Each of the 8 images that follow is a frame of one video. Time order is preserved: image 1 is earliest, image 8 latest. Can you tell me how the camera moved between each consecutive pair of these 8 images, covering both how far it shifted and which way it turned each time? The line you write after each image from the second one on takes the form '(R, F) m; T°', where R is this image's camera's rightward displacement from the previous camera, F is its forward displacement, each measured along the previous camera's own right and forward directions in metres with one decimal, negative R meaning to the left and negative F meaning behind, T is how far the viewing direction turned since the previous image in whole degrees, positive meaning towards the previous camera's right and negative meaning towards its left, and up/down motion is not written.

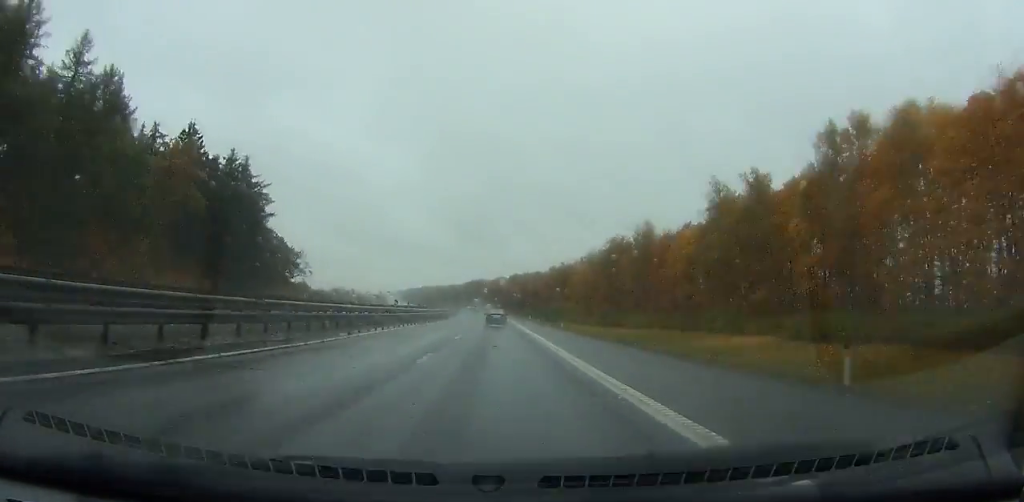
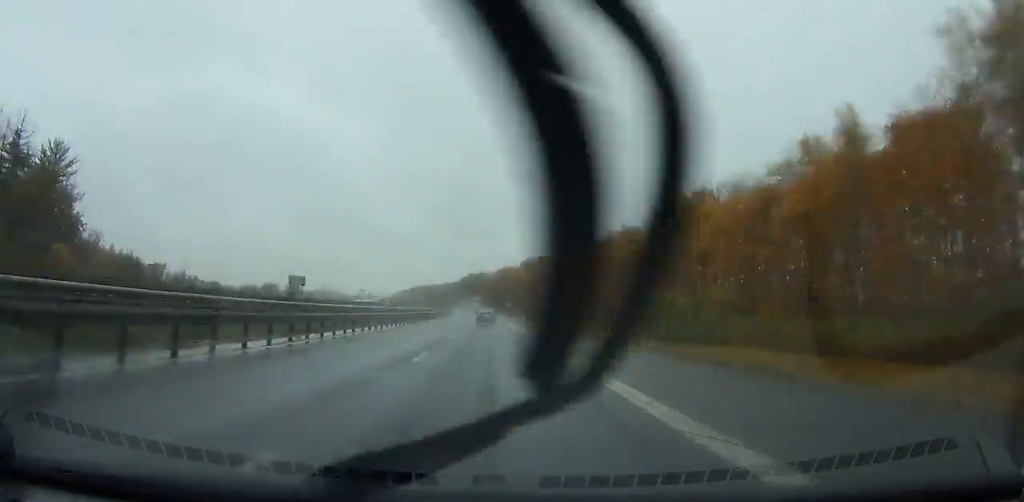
(-1.3, +118.9) m; -1°
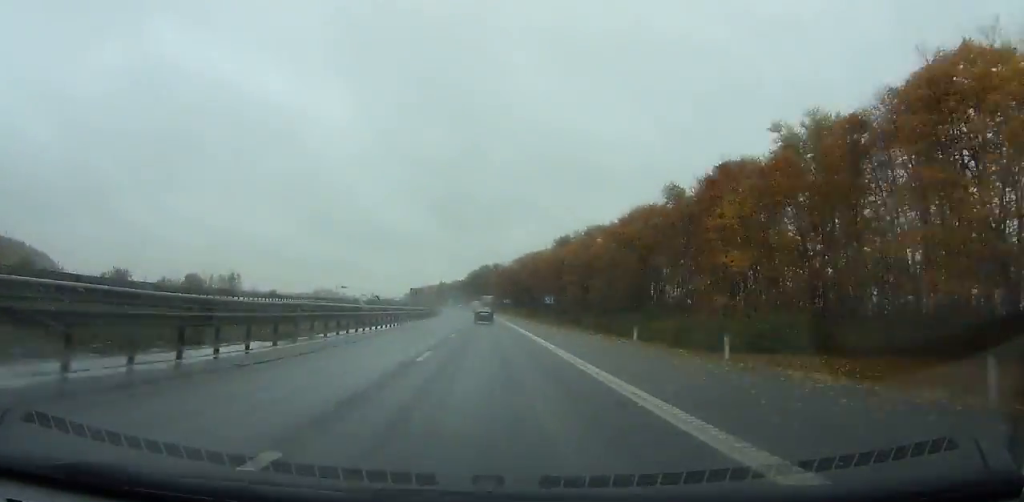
(-0.6, +84.2) m; -1°
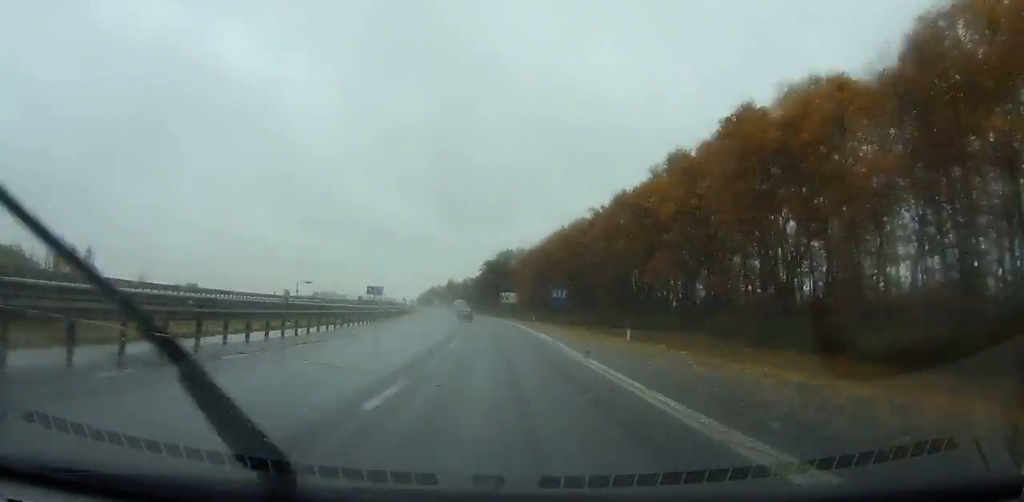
(-1.8, +90.9) m; -2°
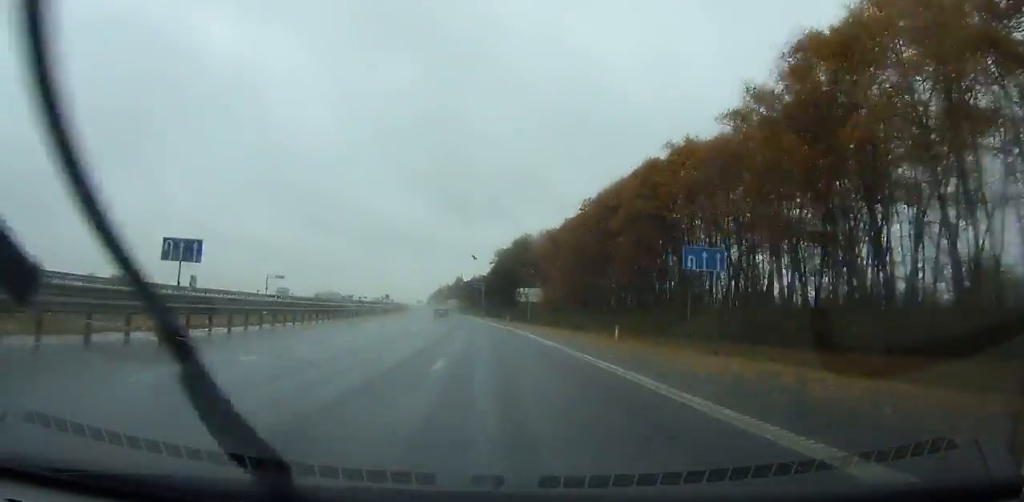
(-0.5, +45.1) m; -2°
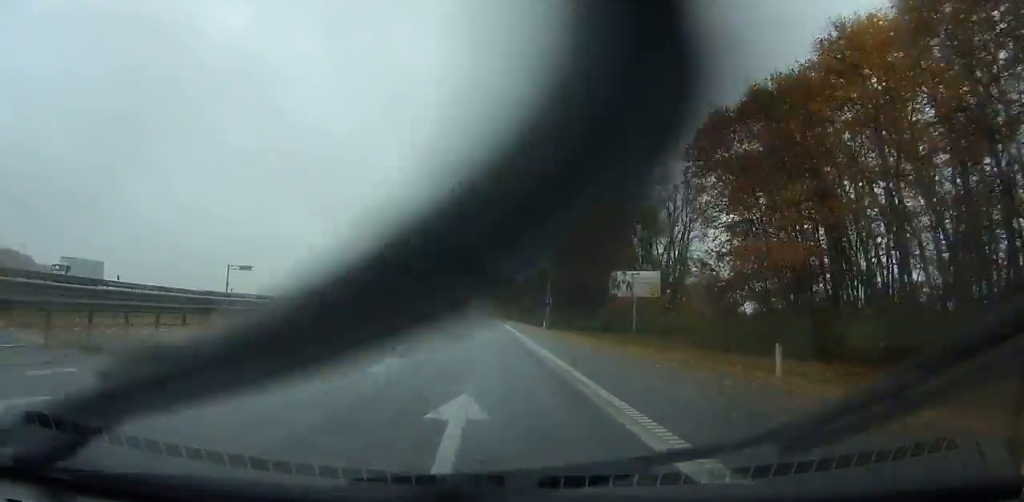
(-1.5, +61.3) m; -3°
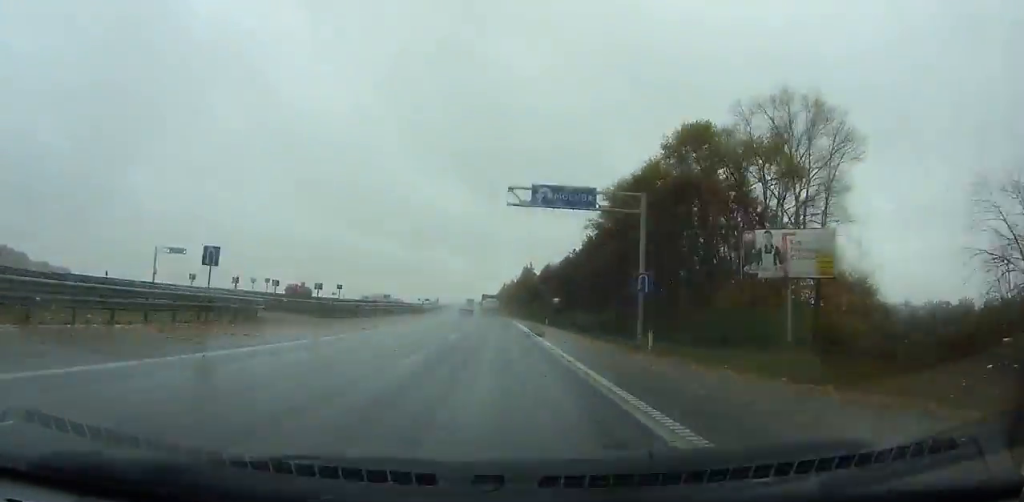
(-0.6, +34.7) m; -2°
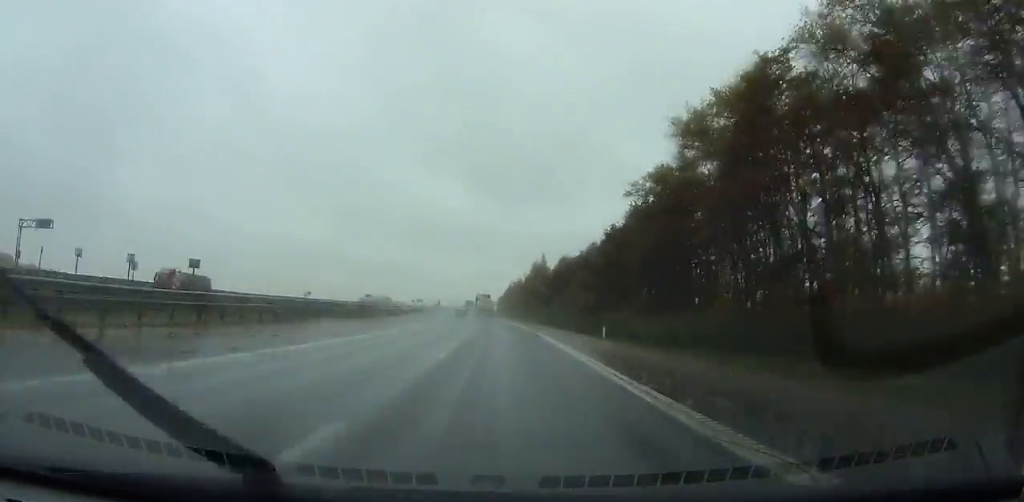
(-0.4, +32.5) m; -1°
